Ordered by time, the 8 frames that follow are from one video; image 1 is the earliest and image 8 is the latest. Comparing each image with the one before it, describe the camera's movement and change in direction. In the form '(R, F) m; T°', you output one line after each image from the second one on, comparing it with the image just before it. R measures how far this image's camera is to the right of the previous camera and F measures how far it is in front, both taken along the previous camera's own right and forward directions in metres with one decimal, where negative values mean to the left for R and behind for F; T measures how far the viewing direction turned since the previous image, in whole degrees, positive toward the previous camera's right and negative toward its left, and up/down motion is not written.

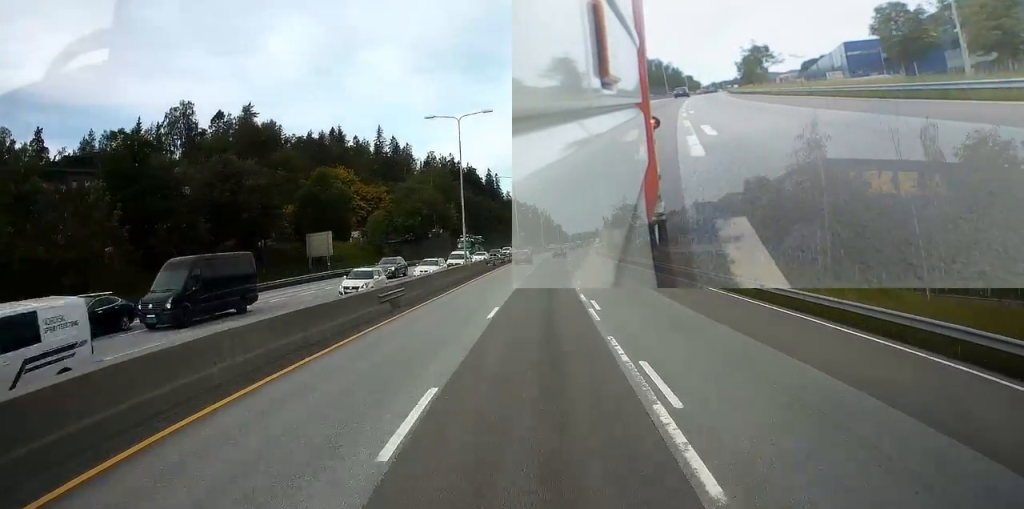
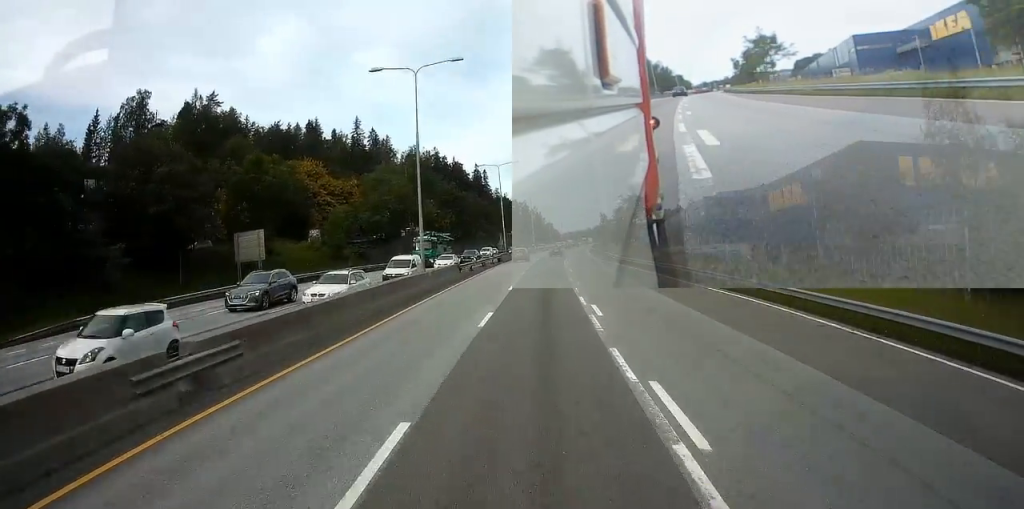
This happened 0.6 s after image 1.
(+0.2, +13.8) m; +1°
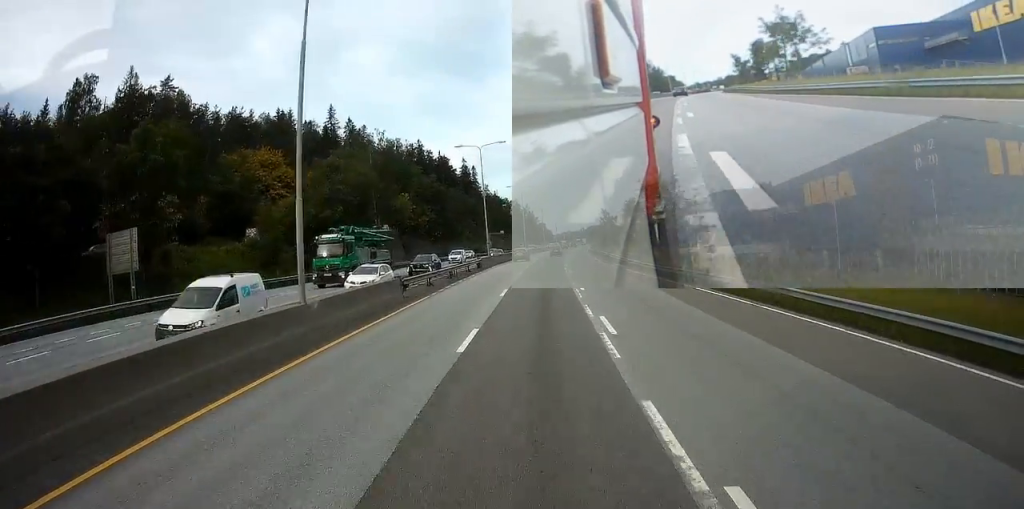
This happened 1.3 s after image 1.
(+0.1, +16.0) m; +1°
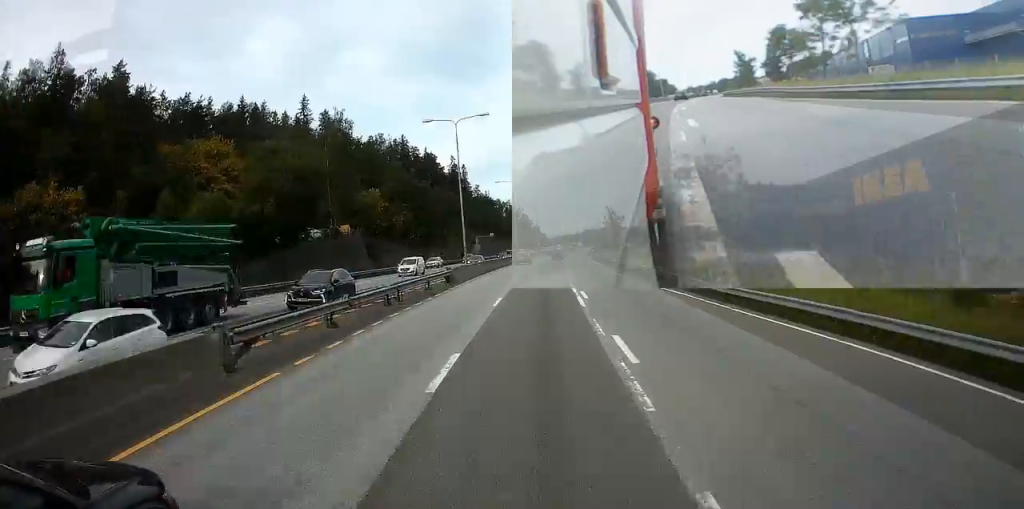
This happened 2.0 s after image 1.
(0.0, +15.2) m; 0°
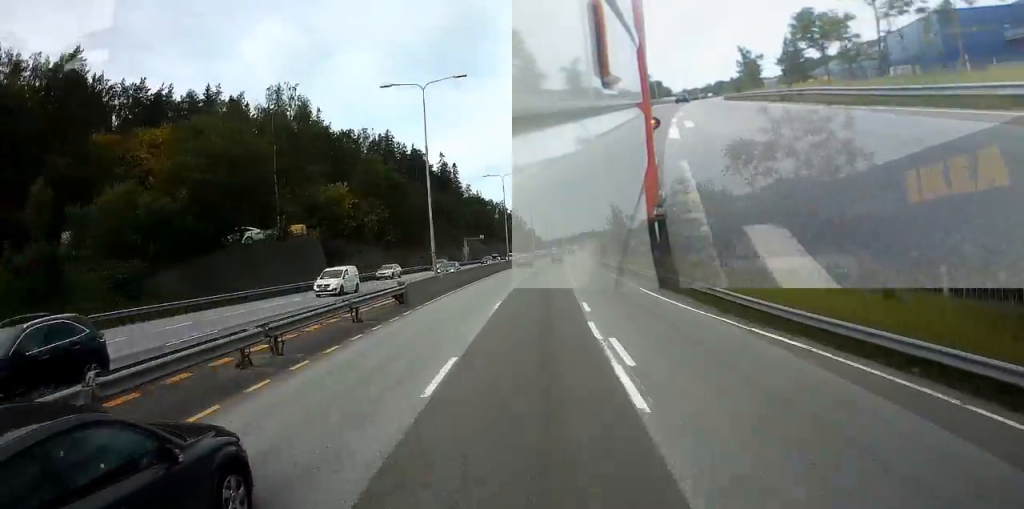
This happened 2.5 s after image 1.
(0.0, +12.0) m; +1°
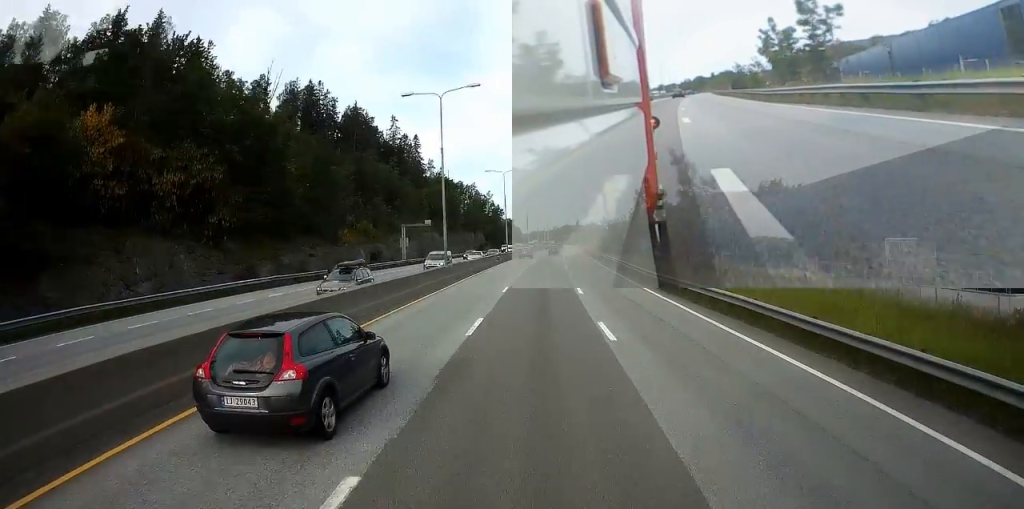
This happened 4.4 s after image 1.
(+0.9, +41.4) m; +2°
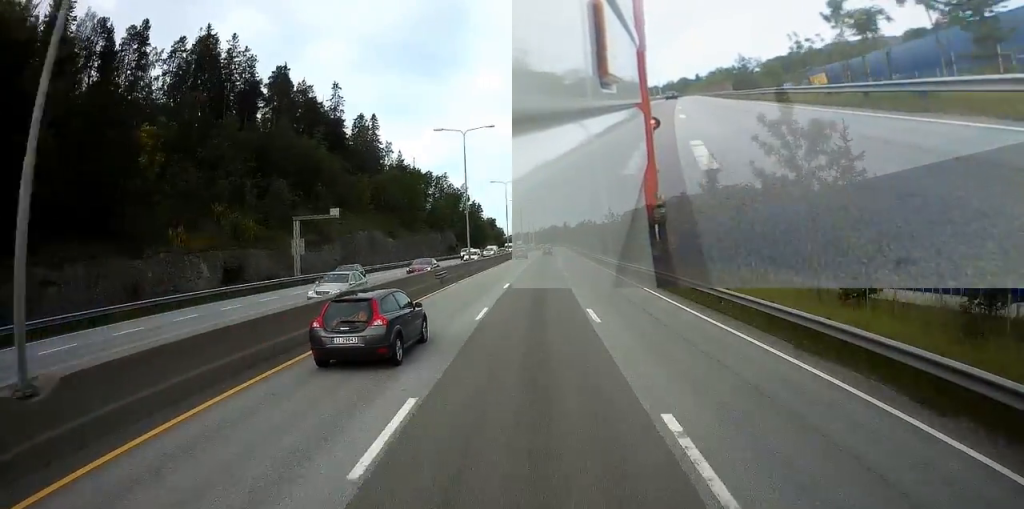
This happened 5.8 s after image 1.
(+0.5, +31.4) m; +1°
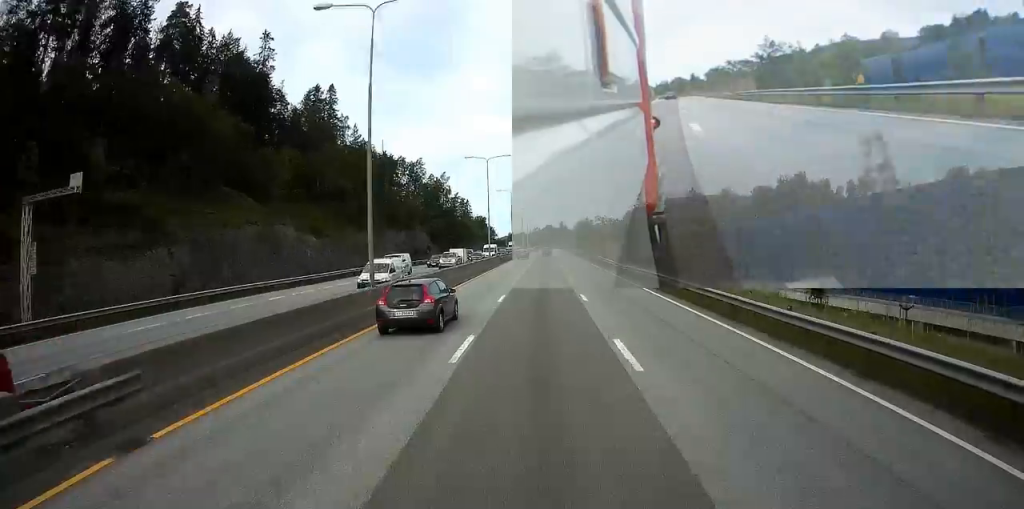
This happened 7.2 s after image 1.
(-0.2, +30.1) m; 0°
